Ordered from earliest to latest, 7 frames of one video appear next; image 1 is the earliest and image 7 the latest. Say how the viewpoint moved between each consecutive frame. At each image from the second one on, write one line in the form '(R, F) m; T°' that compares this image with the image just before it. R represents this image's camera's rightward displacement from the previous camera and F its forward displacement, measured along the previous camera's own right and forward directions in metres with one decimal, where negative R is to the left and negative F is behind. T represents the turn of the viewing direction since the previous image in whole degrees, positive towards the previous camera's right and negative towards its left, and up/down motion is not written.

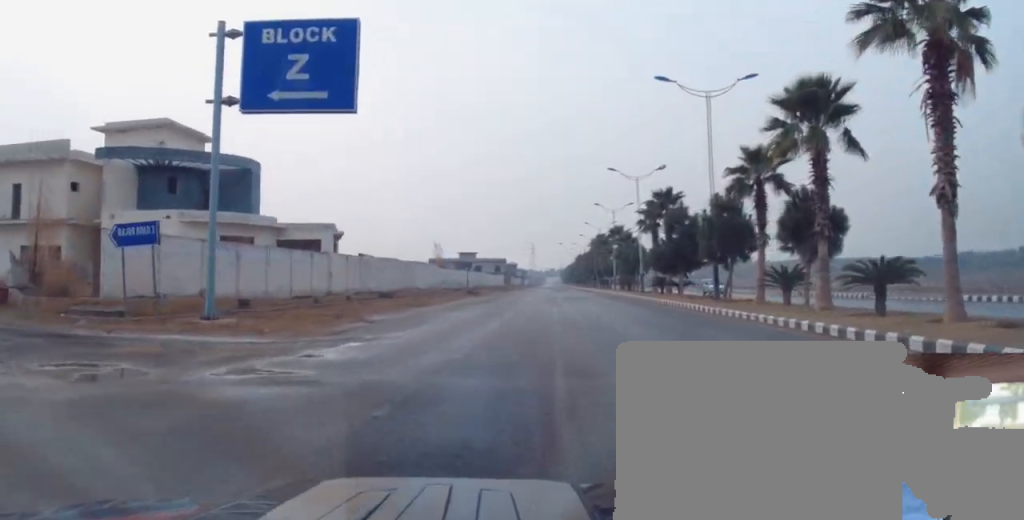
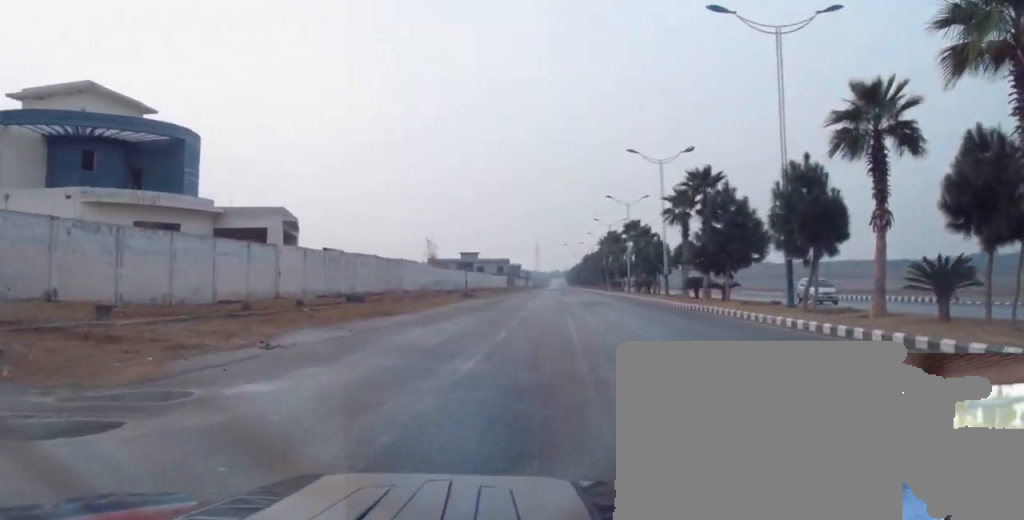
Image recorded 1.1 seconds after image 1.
(+0.2, +9.6) m; -1°
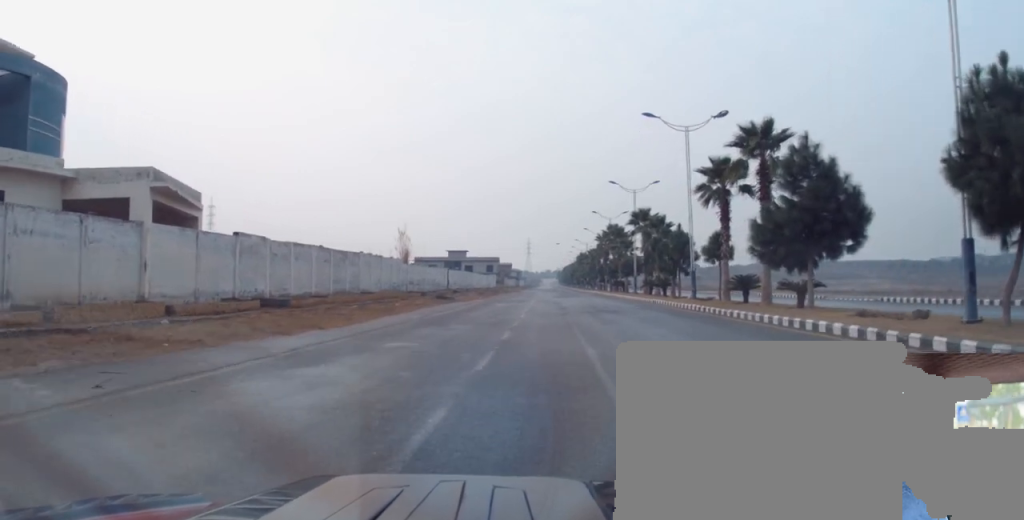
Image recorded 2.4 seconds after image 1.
(-0.4, +11.5) m; 0°
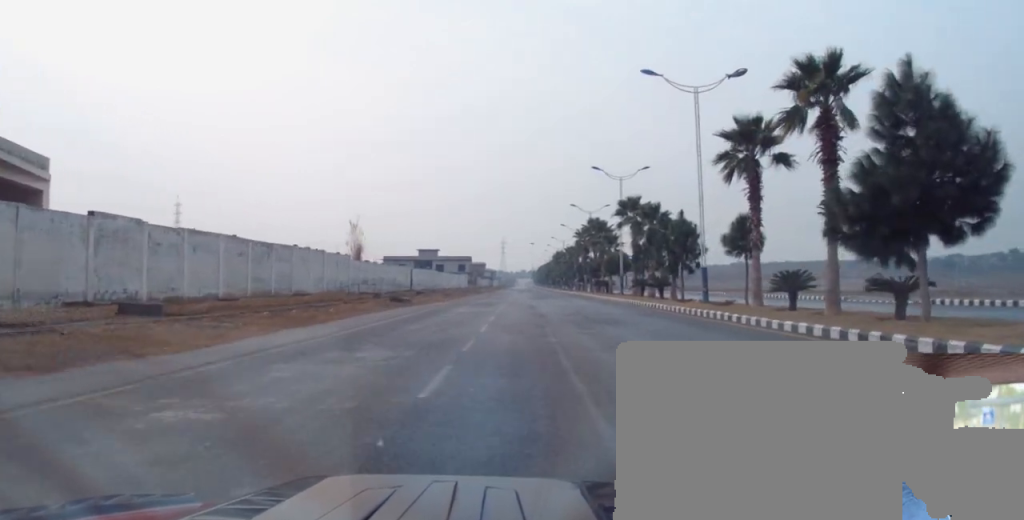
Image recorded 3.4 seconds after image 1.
(+0.3, +8.7) m; +4°
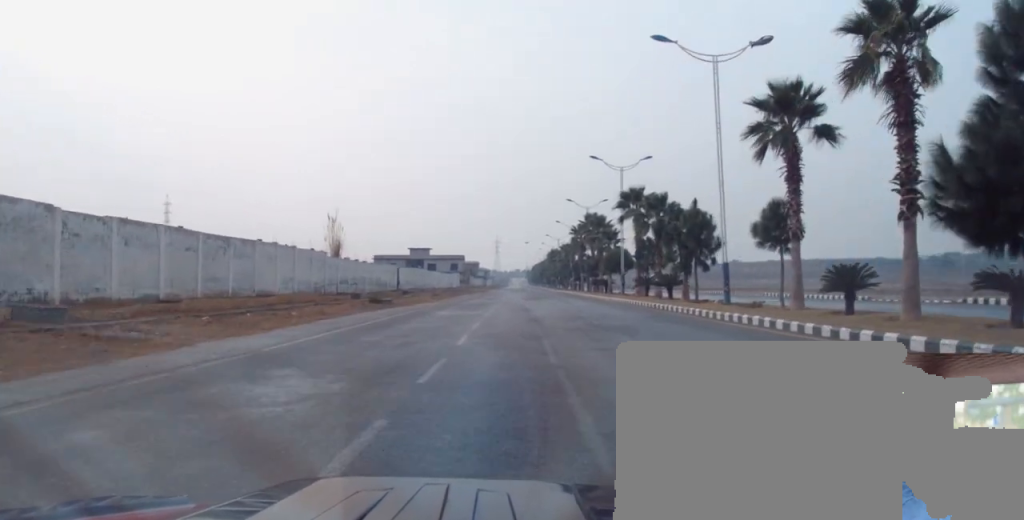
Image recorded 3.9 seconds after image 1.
(+0.1, +4.5) m; +1°
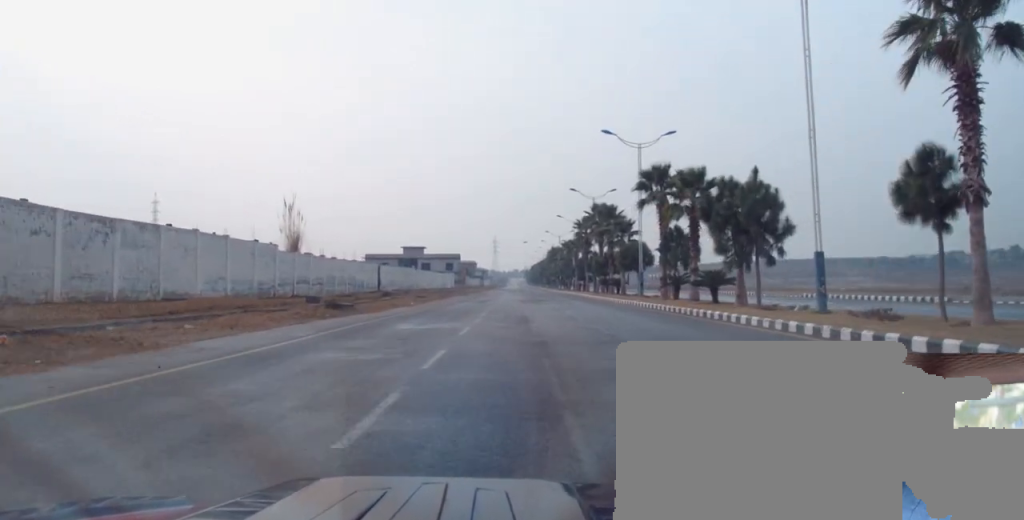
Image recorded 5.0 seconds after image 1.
(-0.2, +9.6) m; -4°
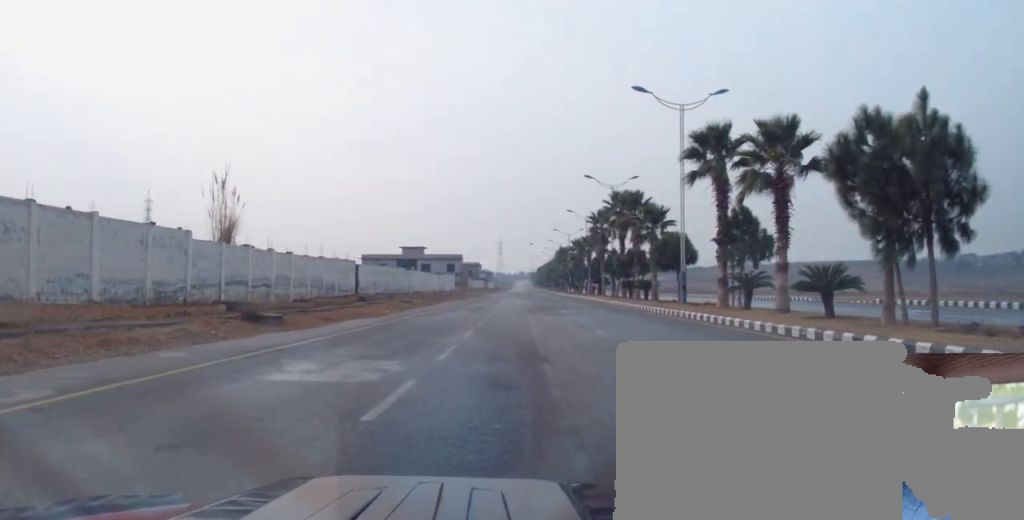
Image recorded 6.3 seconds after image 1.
(-0.5, +11.1) m; -2°
